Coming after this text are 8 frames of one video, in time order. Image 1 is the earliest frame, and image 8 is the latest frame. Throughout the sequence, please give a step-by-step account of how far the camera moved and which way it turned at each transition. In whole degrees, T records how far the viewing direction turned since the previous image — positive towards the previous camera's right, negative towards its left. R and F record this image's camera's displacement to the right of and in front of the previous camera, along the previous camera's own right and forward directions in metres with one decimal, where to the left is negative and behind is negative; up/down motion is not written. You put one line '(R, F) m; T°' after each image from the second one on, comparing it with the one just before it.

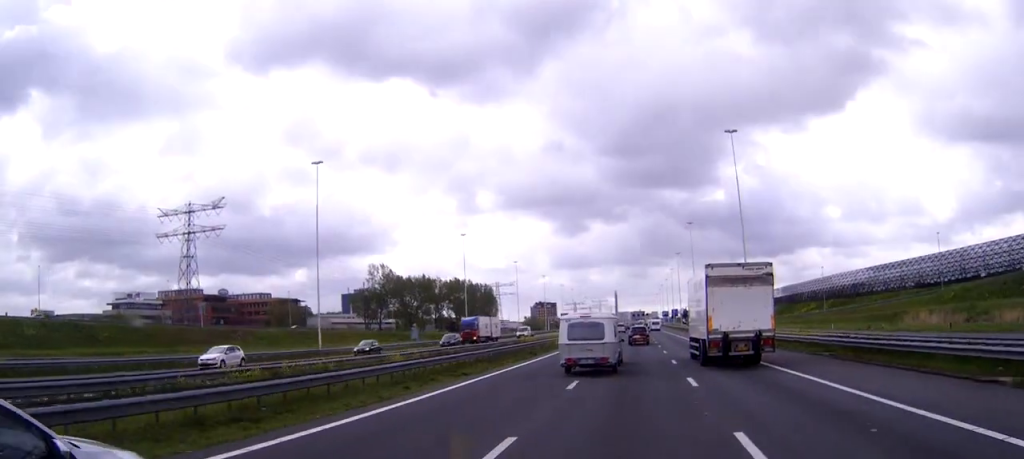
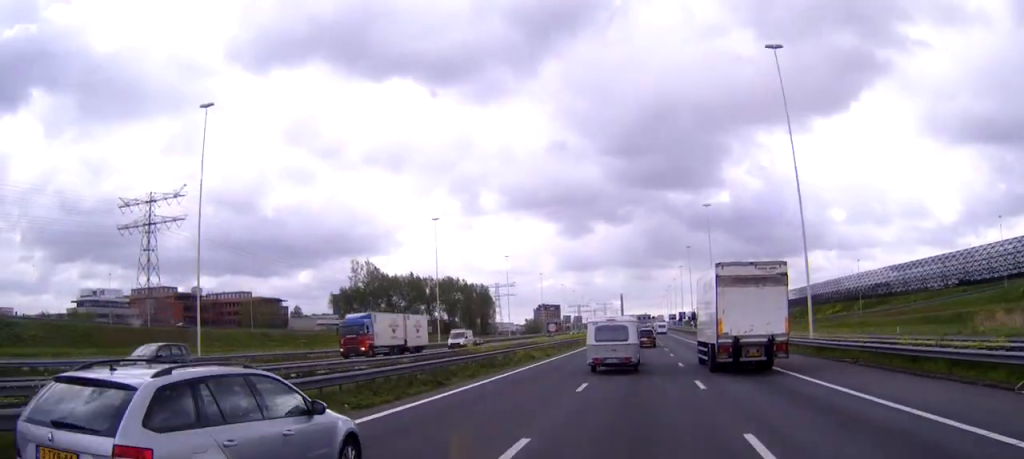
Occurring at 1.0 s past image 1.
(+0.1, +23.3) m; 0°
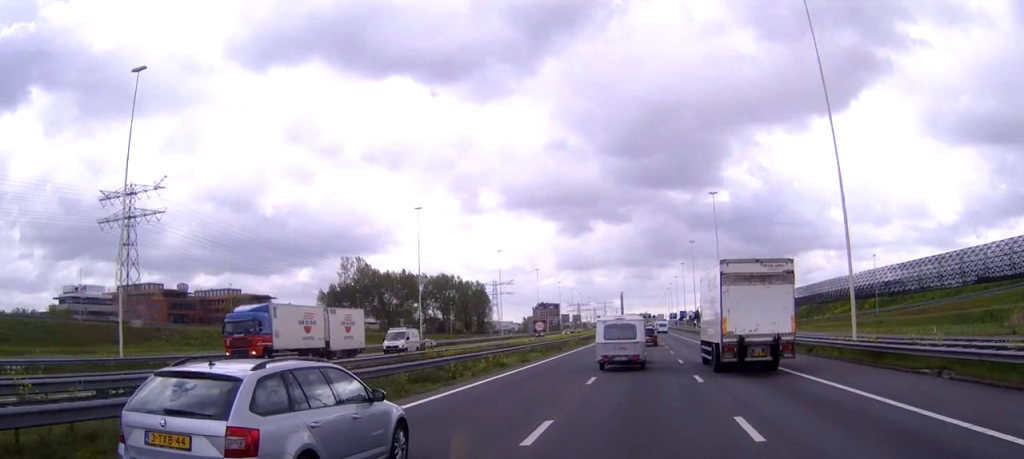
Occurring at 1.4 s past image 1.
(0.0, +9.7) m; 0°
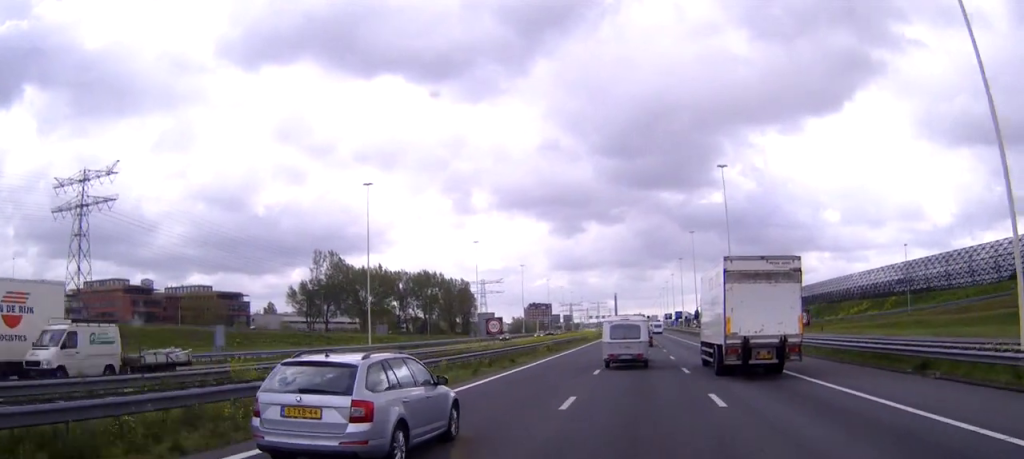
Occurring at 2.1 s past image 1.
(0.0, +18.7) m; 0°
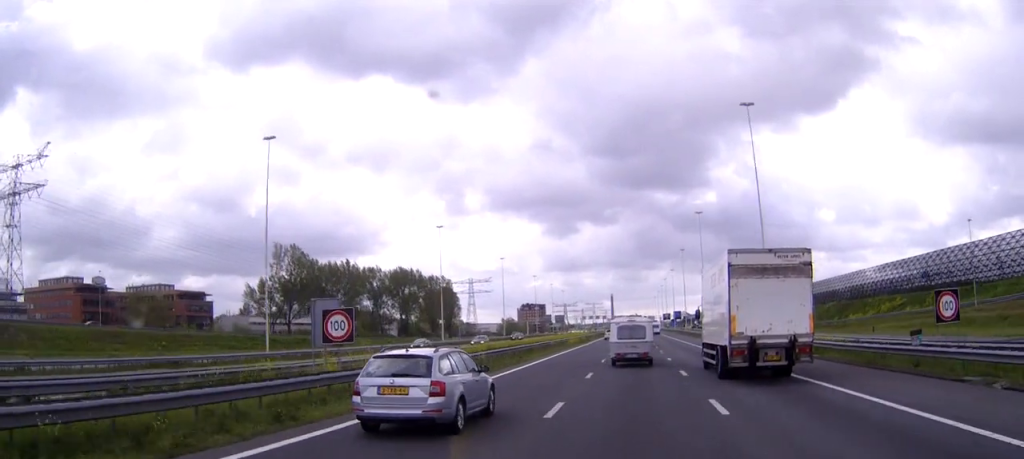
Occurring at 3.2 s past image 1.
(+0.1, +25.3) m; 0°
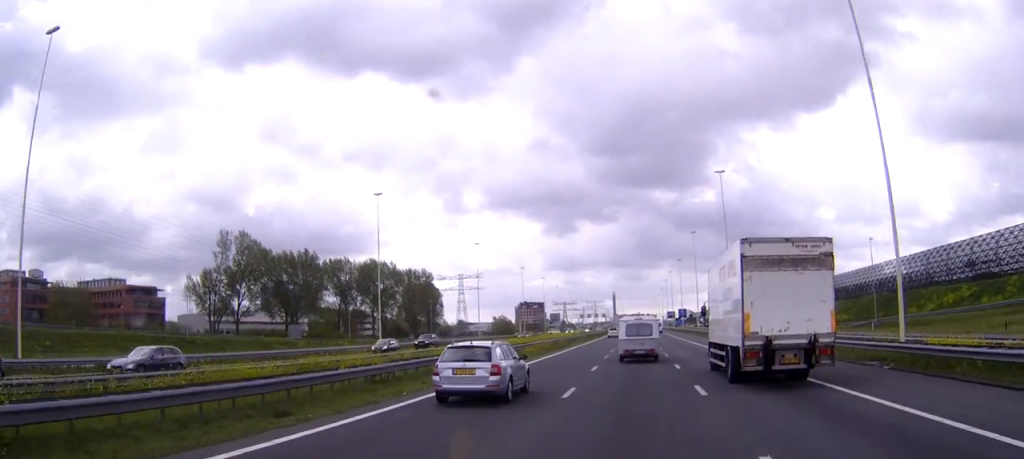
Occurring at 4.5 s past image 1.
(+0.1, +31.8) m; 0°
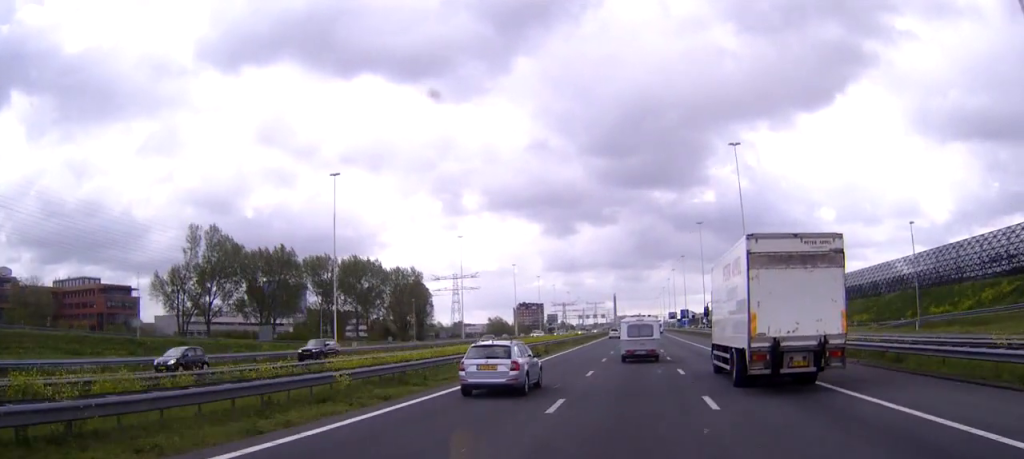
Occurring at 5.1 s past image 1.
(-0.1, +14.6) m; 0°
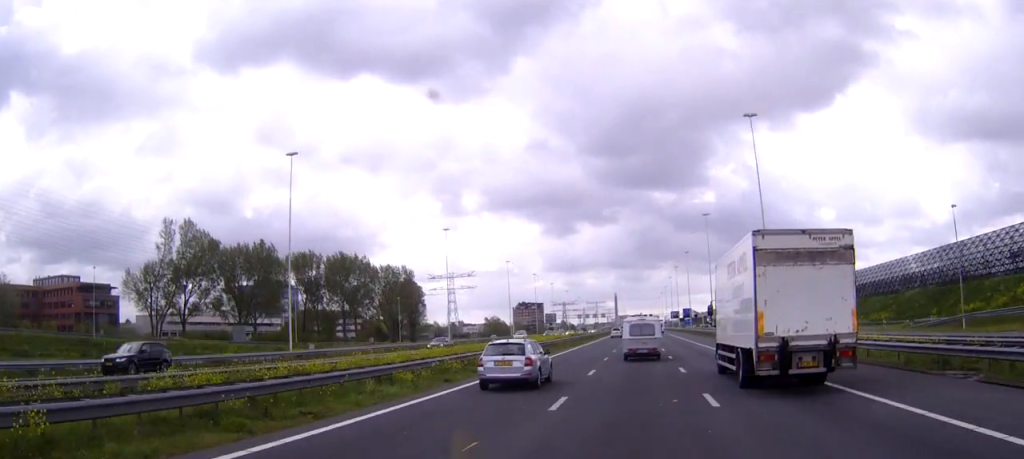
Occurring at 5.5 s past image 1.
(-0.1, +11.3) m; 0°
